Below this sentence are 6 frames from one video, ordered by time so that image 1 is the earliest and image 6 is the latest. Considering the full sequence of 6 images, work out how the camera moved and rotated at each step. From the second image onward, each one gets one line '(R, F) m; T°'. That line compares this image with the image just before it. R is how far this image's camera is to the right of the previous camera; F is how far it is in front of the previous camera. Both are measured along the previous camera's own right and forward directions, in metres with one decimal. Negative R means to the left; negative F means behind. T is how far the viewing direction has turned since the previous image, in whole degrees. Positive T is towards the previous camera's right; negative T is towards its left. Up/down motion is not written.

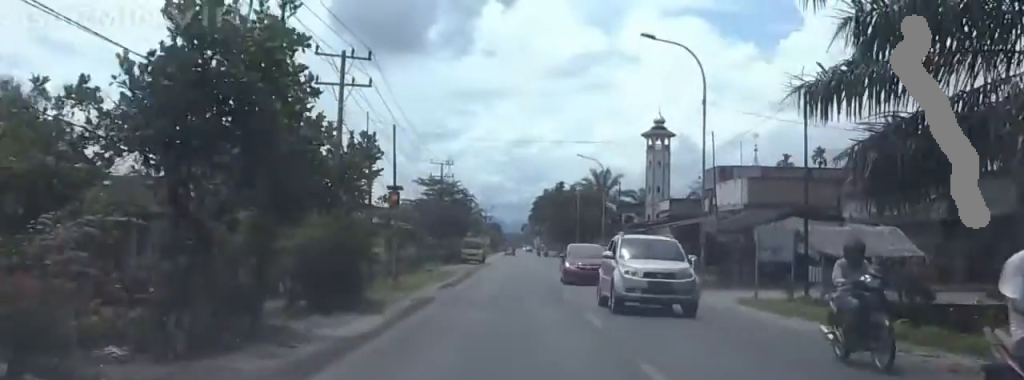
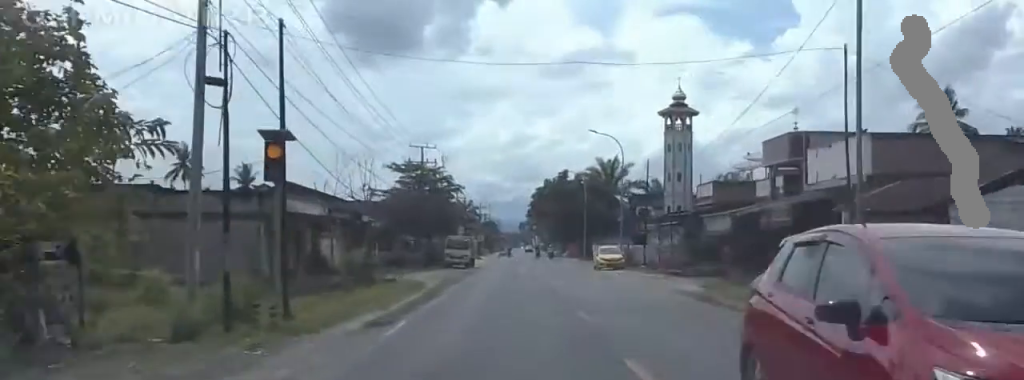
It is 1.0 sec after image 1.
(0.0, +15.9) m; 0°
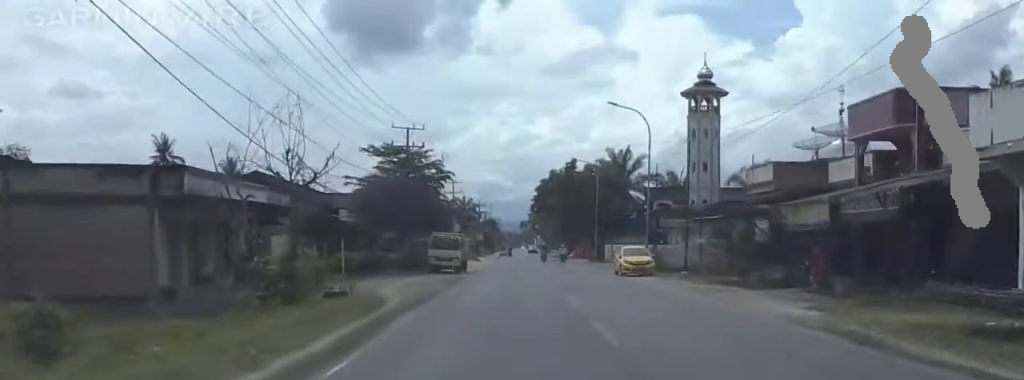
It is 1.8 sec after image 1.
(0.0, +11.7) m; 0°
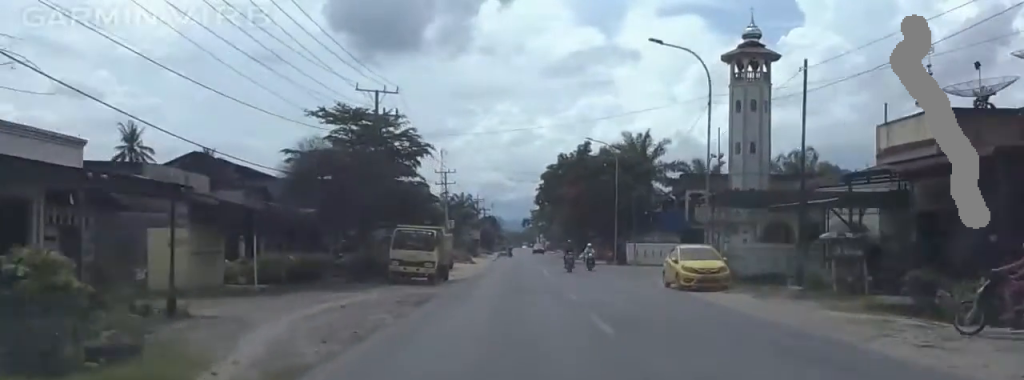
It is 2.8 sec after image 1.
(0.0, +15.4) m; 0°
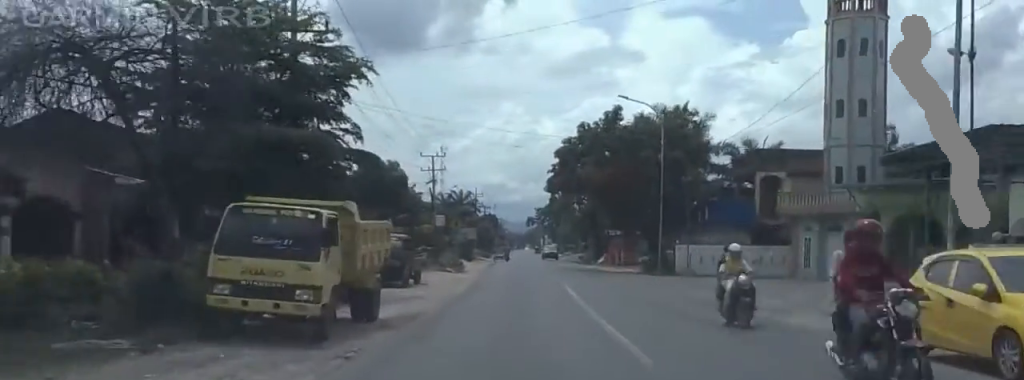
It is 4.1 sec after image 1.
(0.0, +19.8) m; 0°
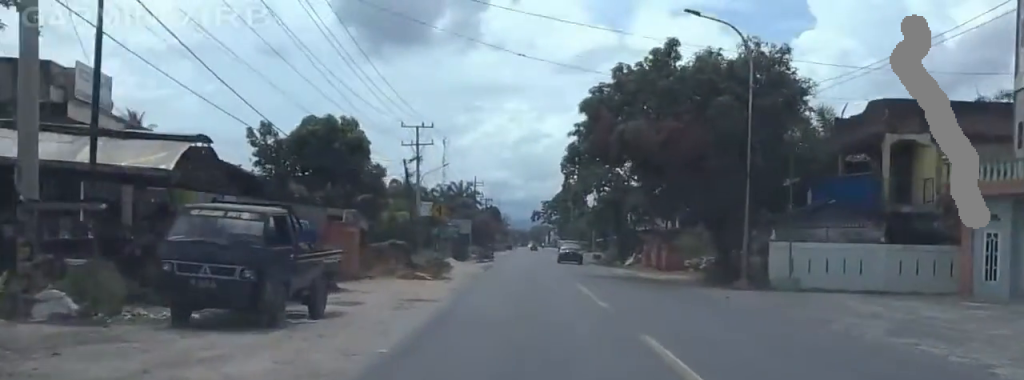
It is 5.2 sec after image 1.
(0.0, +17.5) m; 0°
